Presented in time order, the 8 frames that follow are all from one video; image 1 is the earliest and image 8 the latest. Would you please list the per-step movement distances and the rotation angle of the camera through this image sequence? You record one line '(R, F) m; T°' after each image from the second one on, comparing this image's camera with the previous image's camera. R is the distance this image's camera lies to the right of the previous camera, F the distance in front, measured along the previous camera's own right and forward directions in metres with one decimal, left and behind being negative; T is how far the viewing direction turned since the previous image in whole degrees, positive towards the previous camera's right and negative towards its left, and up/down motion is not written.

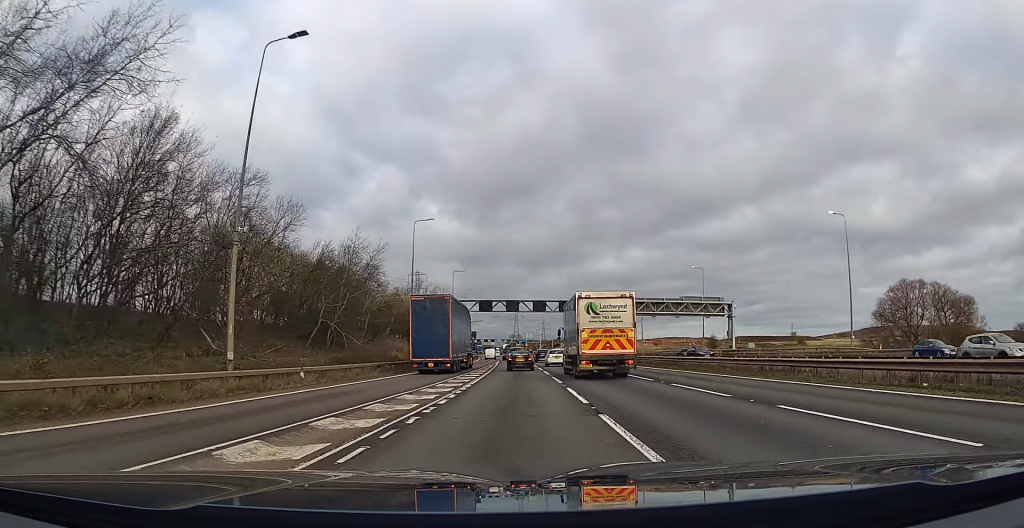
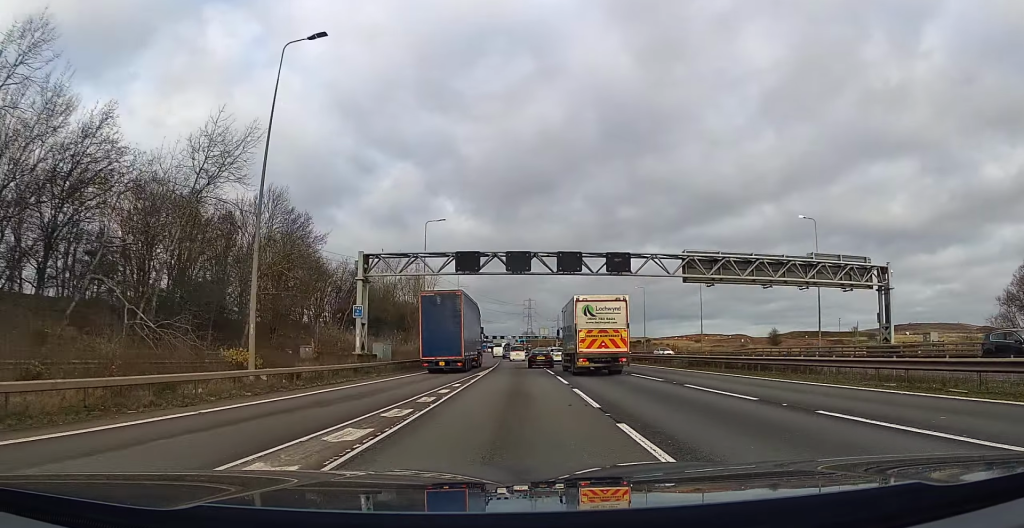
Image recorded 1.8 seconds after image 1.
(-0.5, +39.4) m; -1°
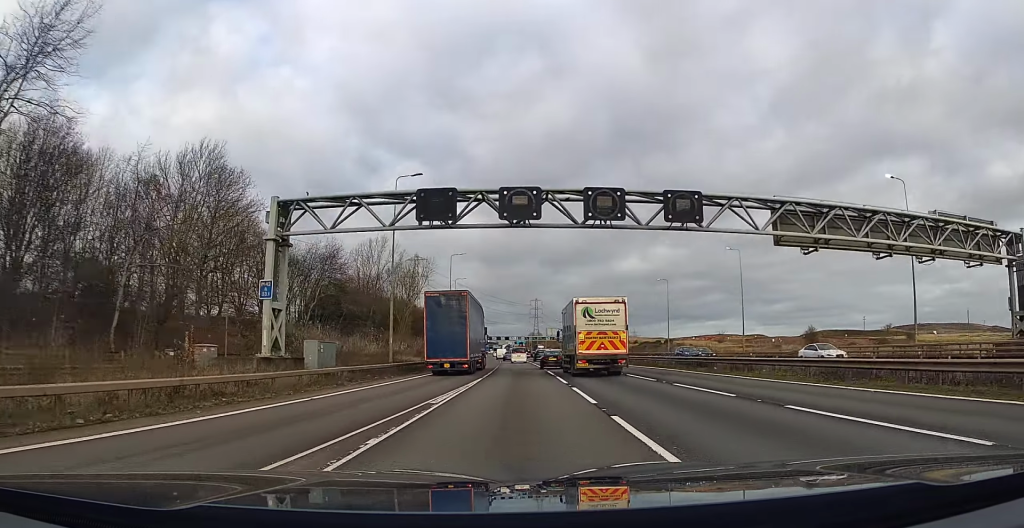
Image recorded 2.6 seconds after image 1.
(-0.1, +18.0) m; -1°
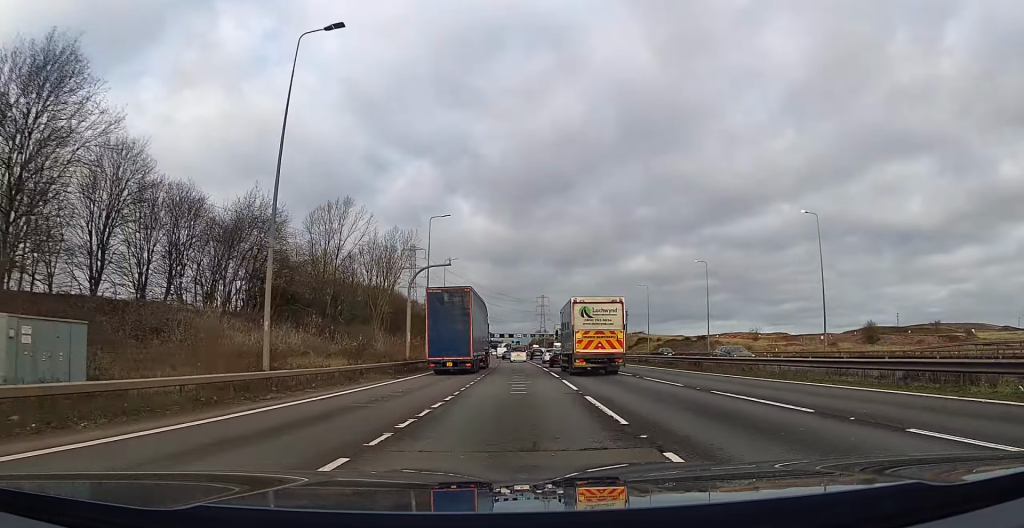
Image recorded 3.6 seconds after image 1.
(-0.2, +23.9) m; -1°
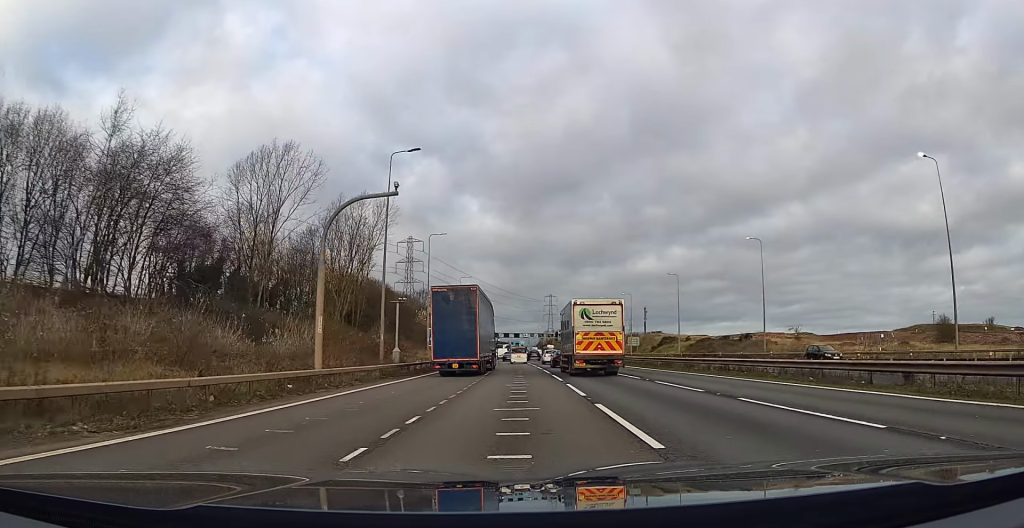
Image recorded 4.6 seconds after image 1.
(-0.1, +20.7) m; -1°
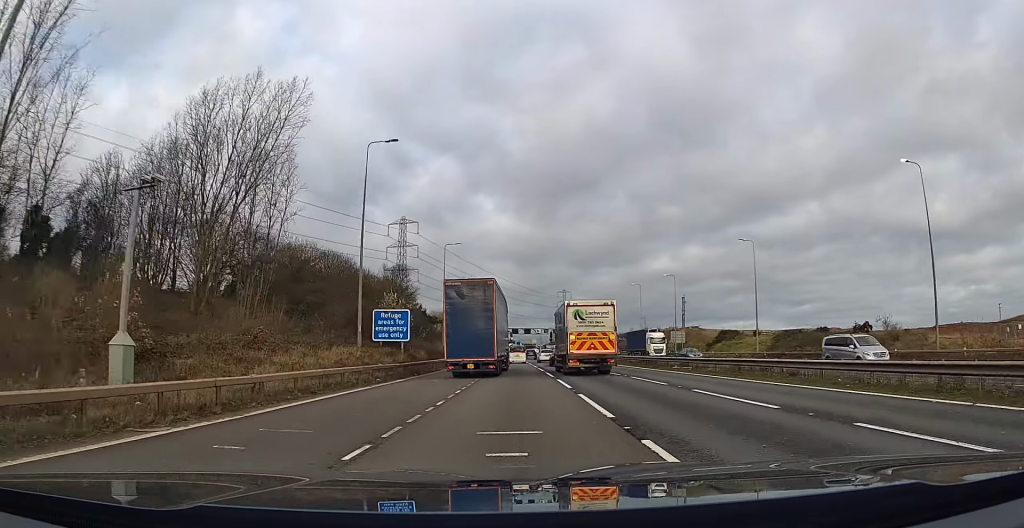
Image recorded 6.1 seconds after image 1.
(-0.3, +33.8) m; -1°
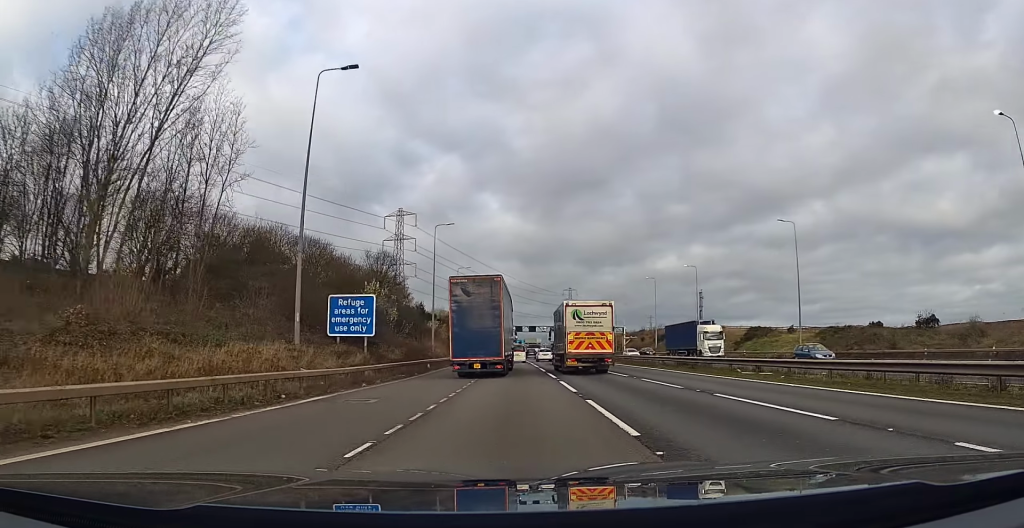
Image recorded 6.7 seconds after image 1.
(0.0, +11.8) m; 0°
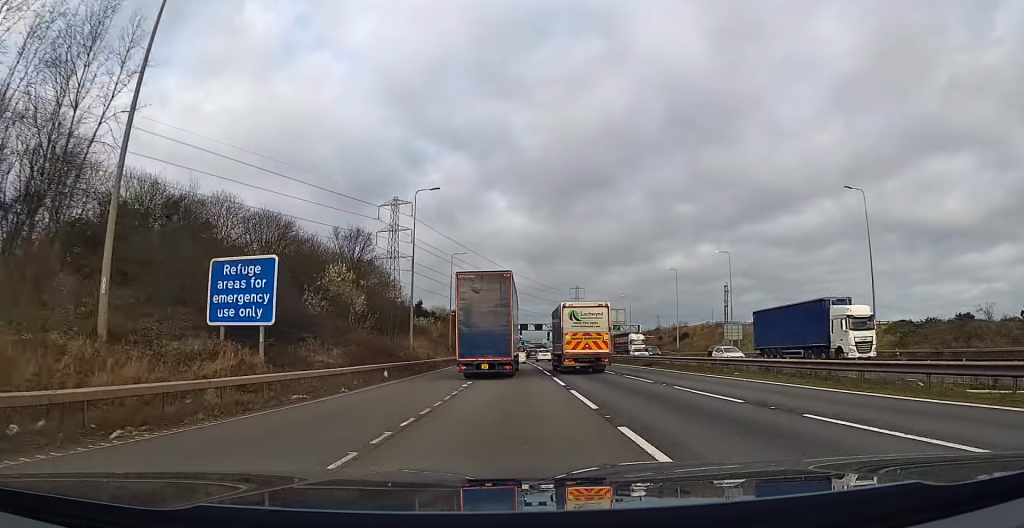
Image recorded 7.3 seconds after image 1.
(0.0, +14.2) m; -1°
